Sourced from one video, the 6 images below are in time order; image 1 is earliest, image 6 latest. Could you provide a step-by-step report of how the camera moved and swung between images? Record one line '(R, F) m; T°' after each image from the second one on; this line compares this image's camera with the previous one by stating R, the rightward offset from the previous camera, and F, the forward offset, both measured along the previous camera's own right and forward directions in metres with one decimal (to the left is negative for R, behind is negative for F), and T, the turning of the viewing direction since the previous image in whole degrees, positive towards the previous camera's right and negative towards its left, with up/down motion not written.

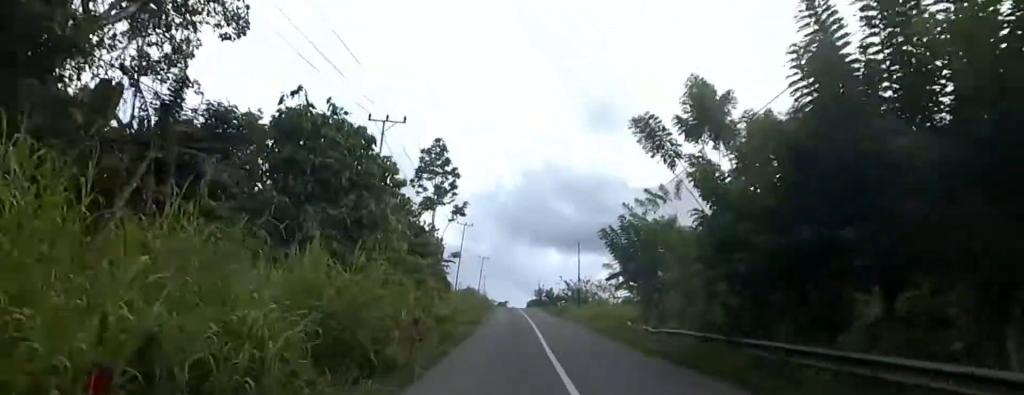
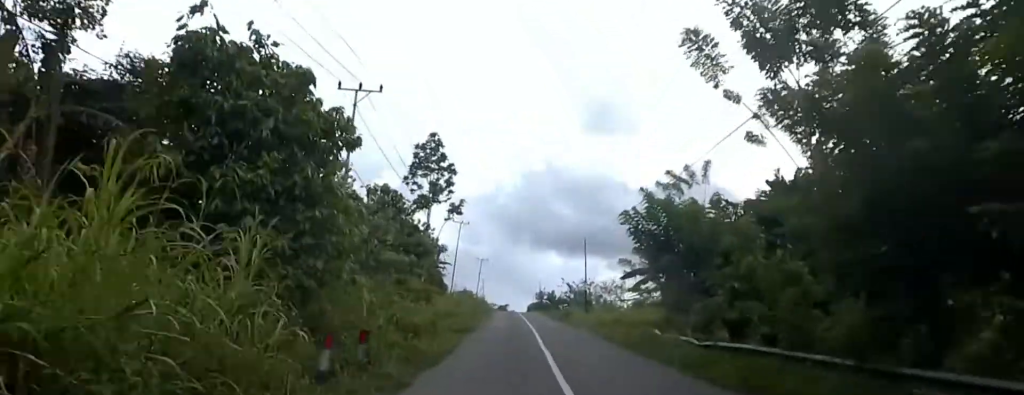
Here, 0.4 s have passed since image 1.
(-0.1, +4.9) m; 0°
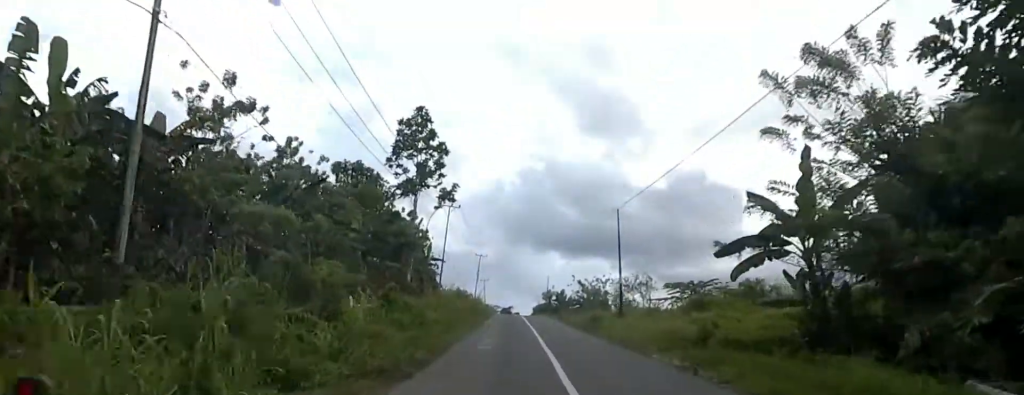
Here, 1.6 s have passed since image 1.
(+0.1, +13.1) m; -3°
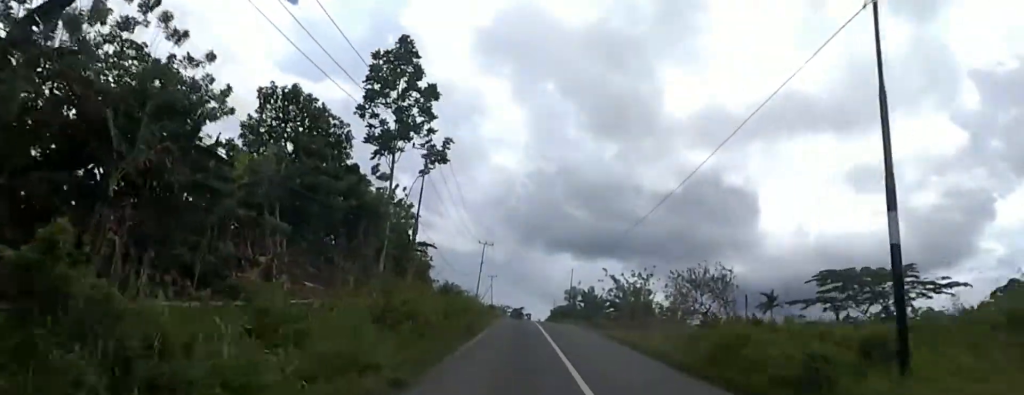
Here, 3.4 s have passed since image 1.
(-1.7, +20.3) m; -3°
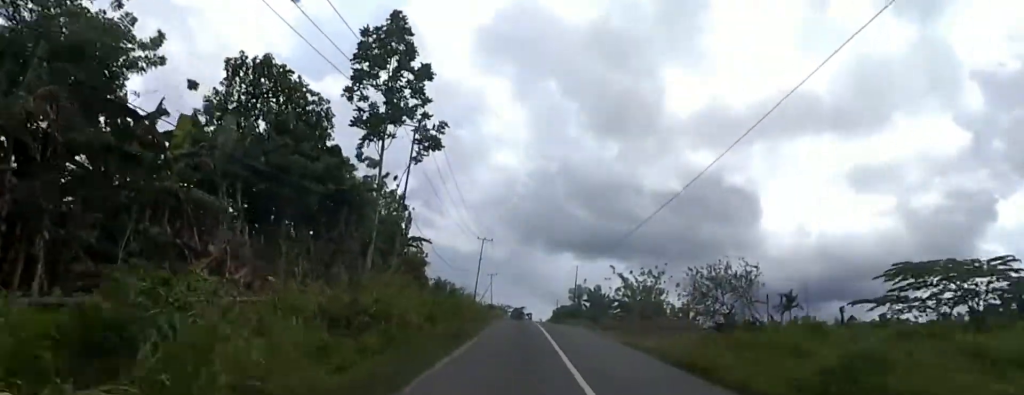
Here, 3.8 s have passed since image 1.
(+0.1, +4.7) m; +3°
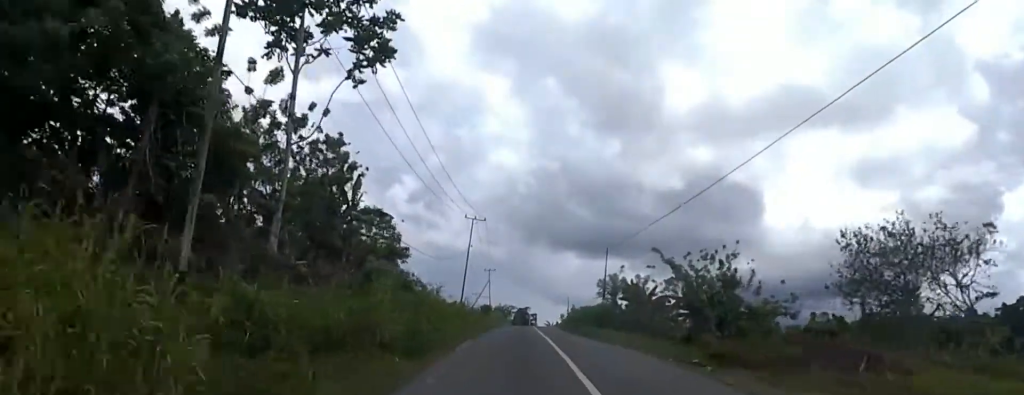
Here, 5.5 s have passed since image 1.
(+1.0, +19.7) m; 0°
